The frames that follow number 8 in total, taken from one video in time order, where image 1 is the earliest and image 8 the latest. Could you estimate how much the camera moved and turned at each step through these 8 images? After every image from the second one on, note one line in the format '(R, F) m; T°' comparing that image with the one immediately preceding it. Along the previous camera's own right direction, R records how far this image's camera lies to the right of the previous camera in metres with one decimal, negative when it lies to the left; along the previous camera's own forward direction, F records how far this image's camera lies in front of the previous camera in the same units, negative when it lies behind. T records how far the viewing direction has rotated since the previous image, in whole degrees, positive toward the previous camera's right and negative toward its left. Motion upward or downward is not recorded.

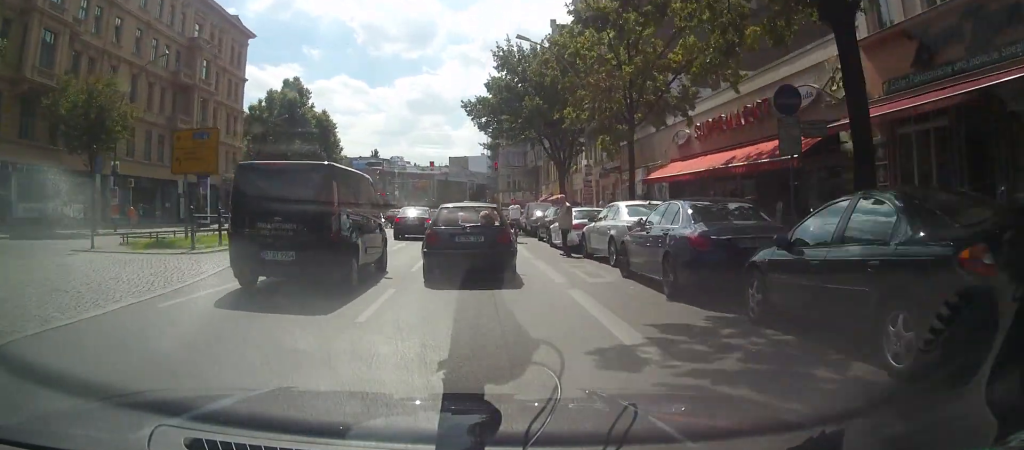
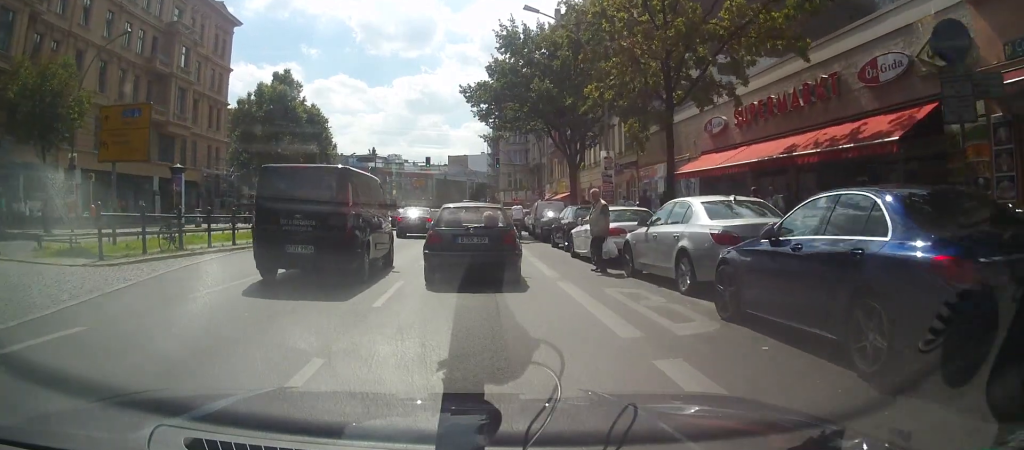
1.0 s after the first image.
(0.0, +5.7) m; 0°
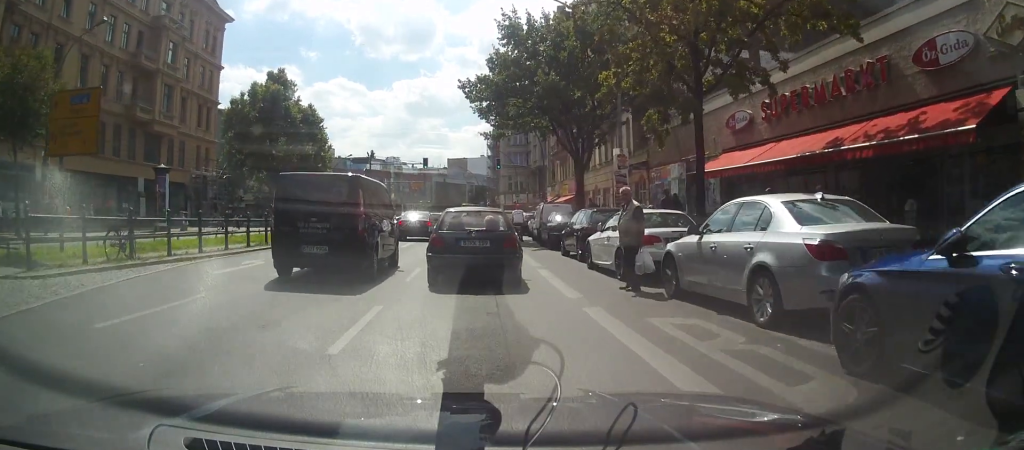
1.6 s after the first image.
(-0.1, +3.0) m; +1°
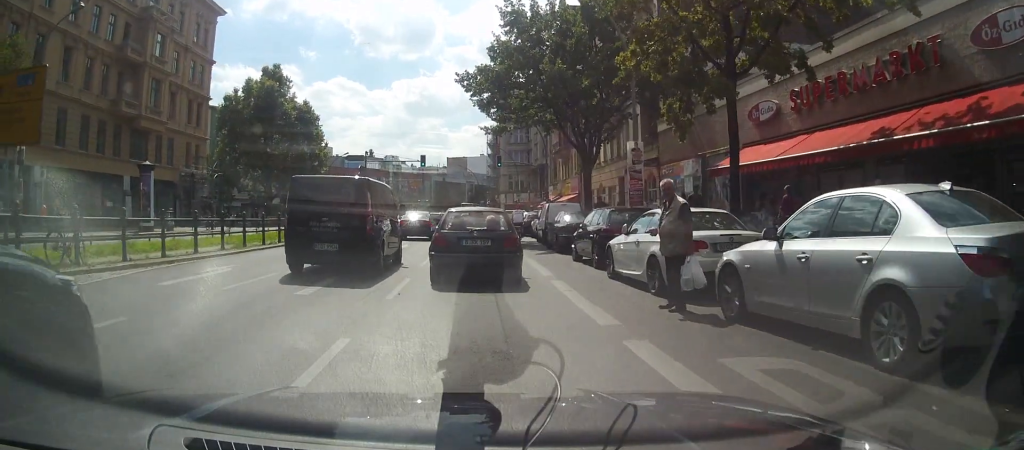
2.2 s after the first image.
(+0.1, +2.4) m; 0°
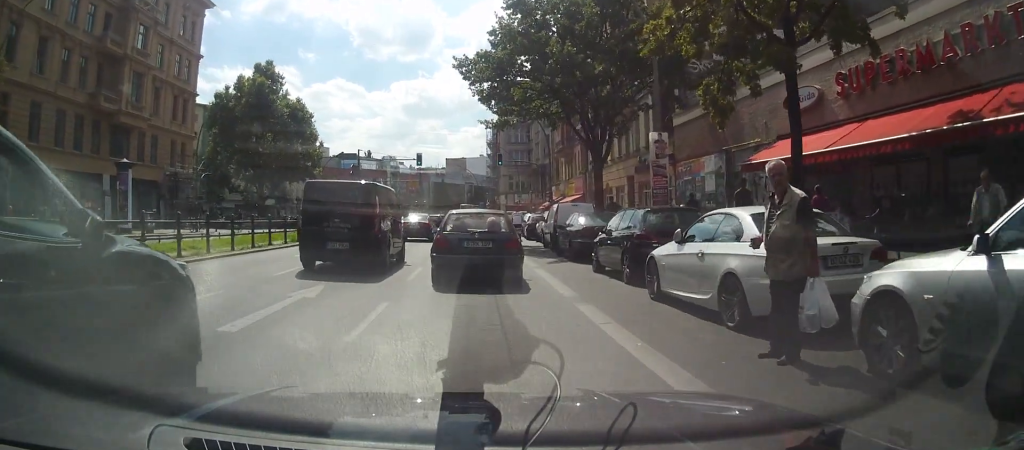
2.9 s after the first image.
(0.0, +3.2) m; 0°
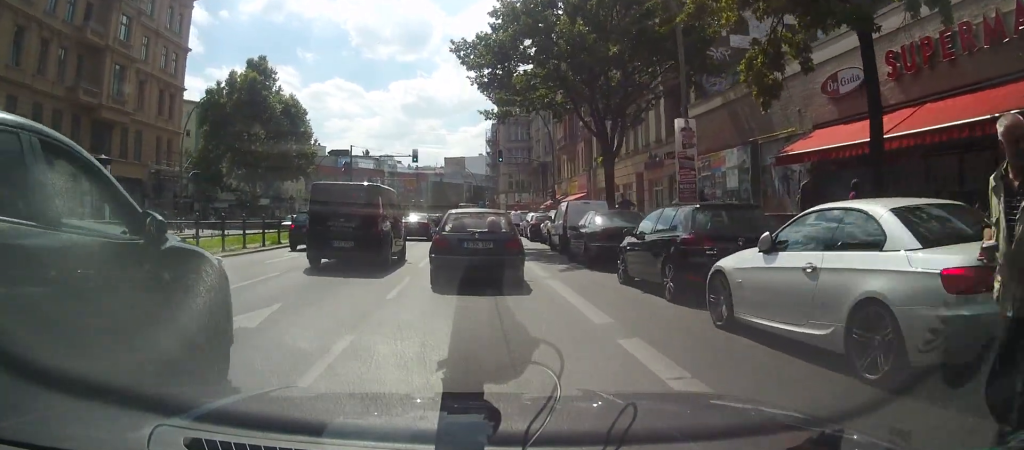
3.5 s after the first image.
(-0.1, +2.5) m; +1°
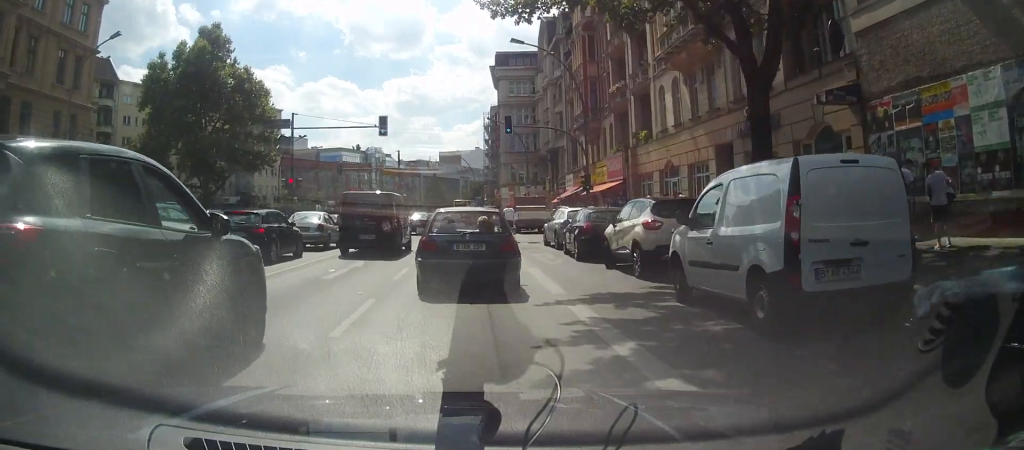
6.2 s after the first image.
(+0.2, +14.1) m; -1°
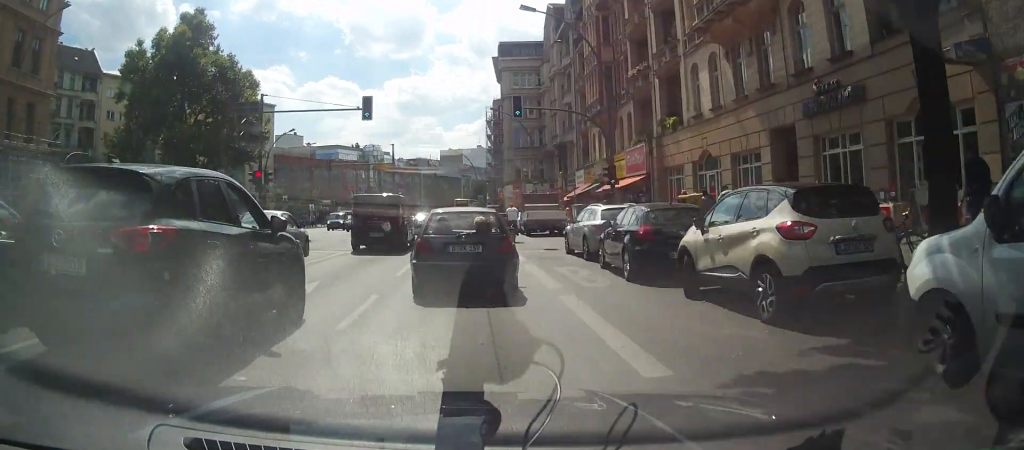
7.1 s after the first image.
(0.0, +5.2) m; 0°
